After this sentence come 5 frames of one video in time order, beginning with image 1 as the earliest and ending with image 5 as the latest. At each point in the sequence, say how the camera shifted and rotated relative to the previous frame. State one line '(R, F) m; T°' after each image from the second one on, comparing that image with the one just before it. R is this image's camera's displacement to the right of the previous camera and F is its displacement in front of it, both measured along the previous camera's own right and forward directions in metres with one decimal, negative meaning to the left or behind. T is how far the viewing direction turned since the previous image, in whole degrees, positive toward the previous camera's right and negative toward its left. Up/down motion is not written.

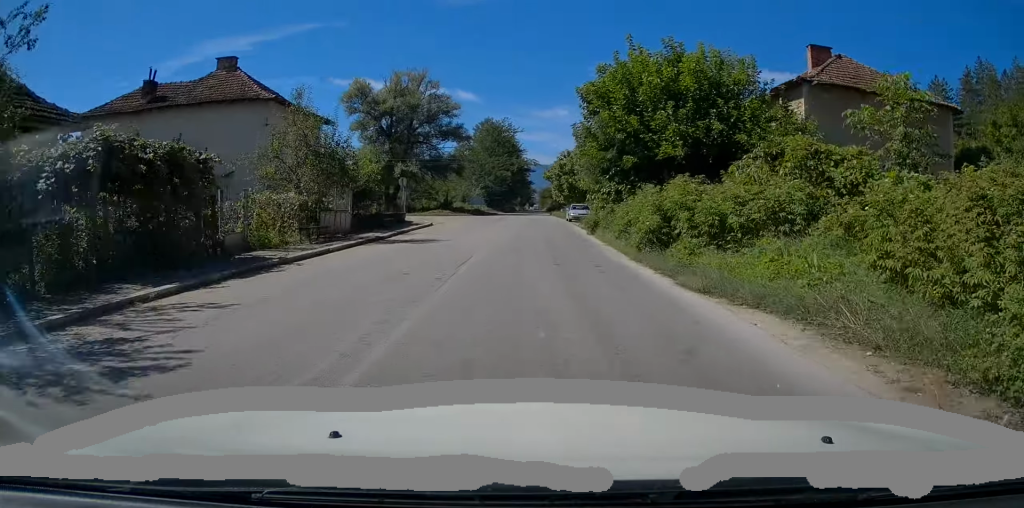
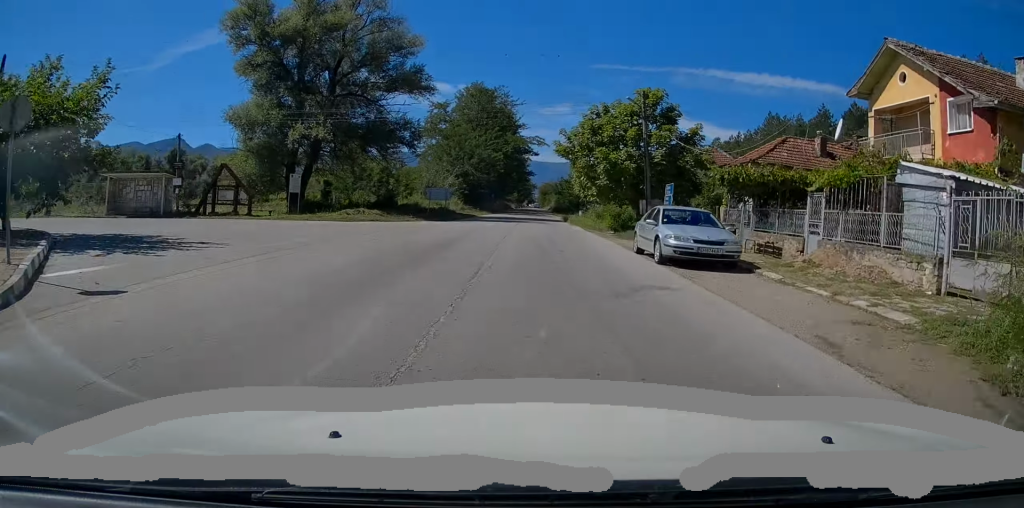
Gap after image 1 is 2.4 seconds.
(-0.3, +31.2) m; 0°
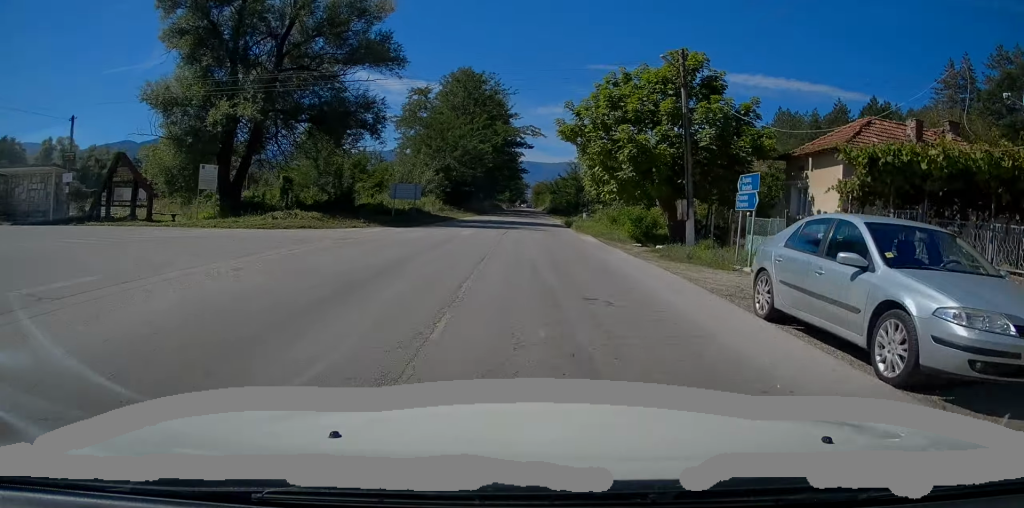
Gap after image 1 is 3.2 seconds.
(+0.1, +9.5) m; +1°
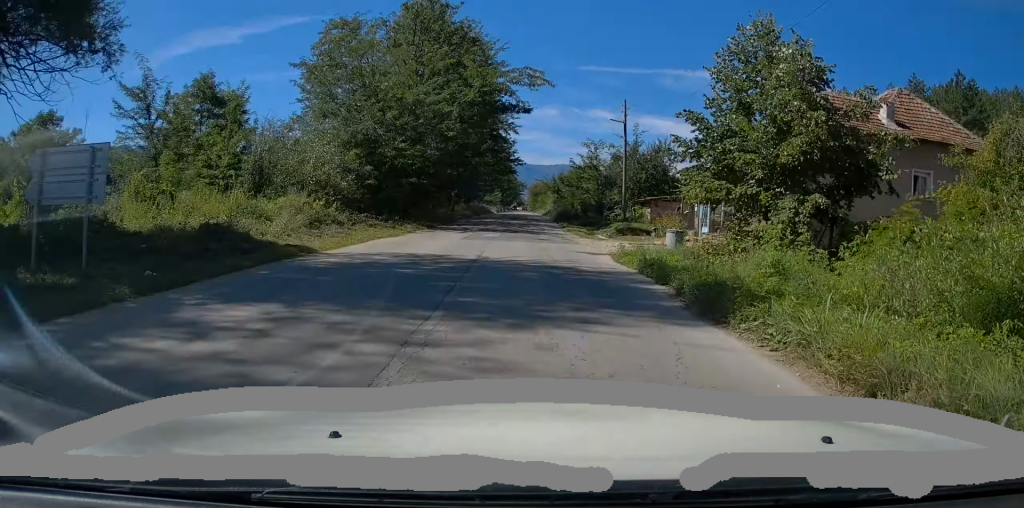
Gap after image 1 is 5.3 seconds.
(0.0, +26.1) m; 0°
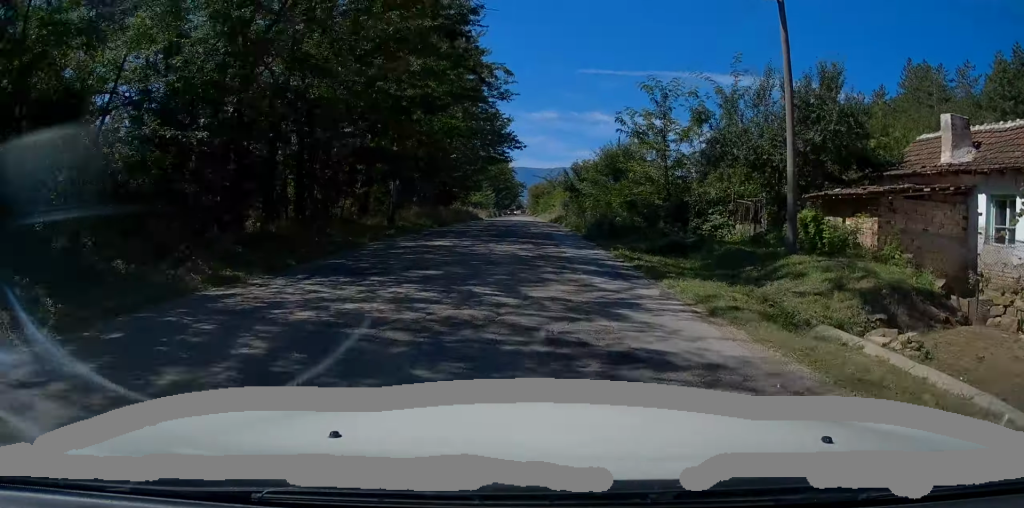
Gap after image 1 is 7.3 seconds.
(-0.1, +24.0) m; 0°
